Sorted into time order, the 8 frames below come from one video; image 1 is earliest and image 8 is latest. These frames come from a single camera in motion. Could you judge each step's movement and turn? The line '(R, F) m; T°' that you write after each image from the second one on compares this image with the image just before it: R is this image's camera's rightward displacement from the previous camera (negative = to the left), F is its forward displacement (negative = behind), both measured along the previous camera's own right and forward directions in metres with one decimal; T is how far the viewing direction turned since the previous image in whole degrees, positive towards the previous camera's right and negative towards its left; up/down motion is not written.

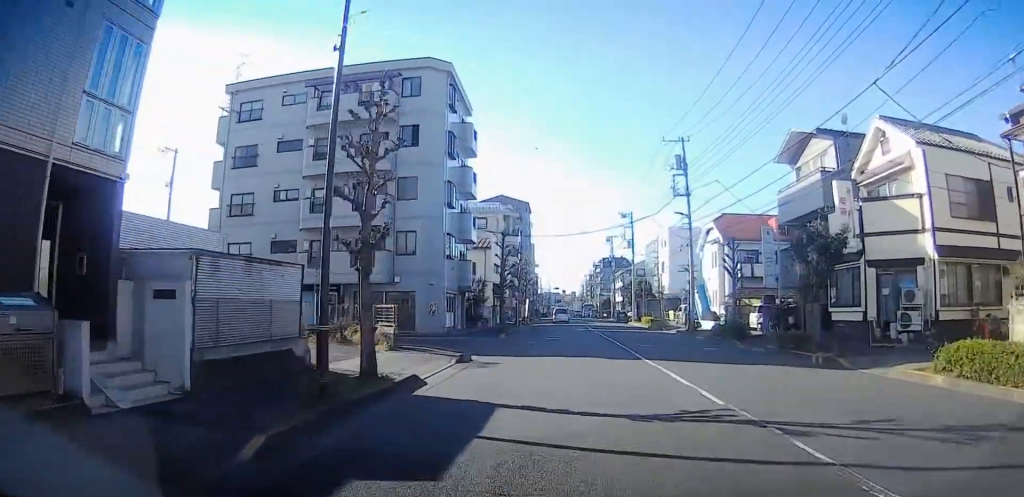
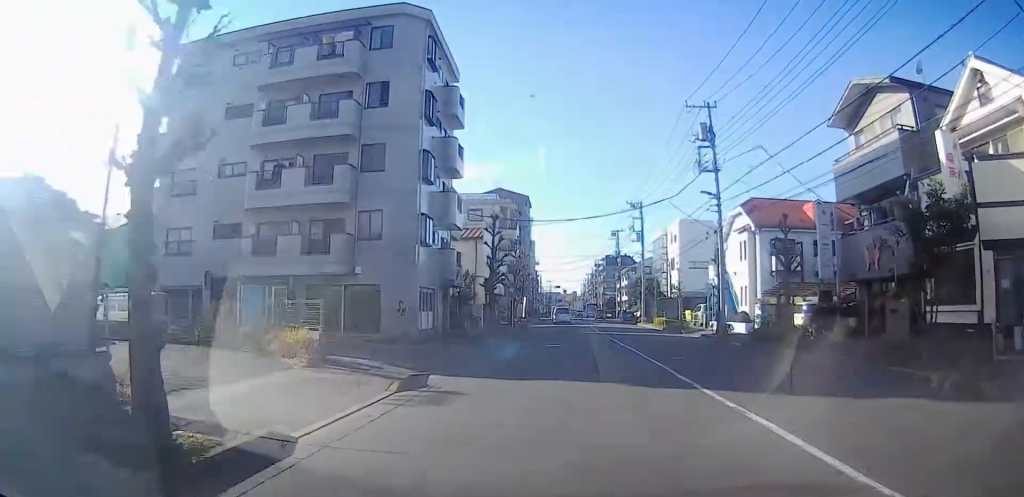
(+0.1, +9.2) m; 0°
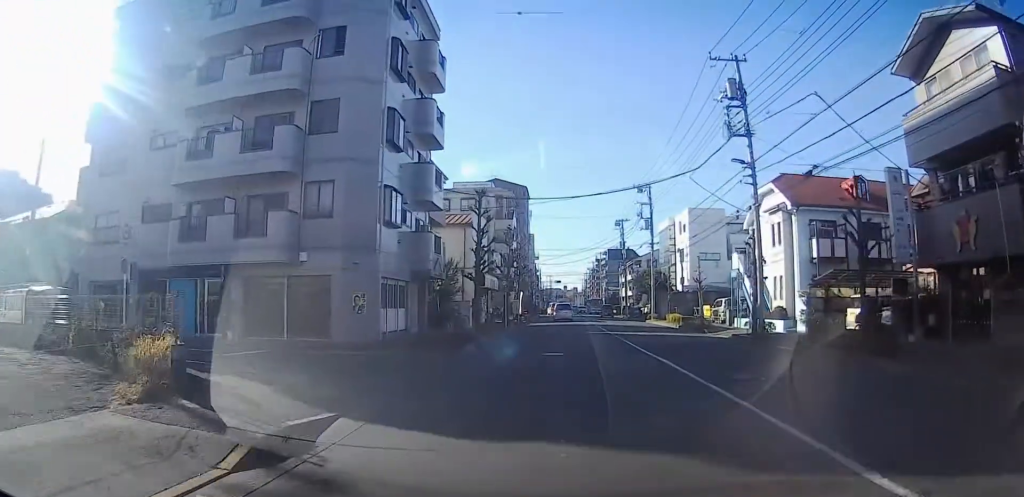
(-0.1, +6.9) m; -2°
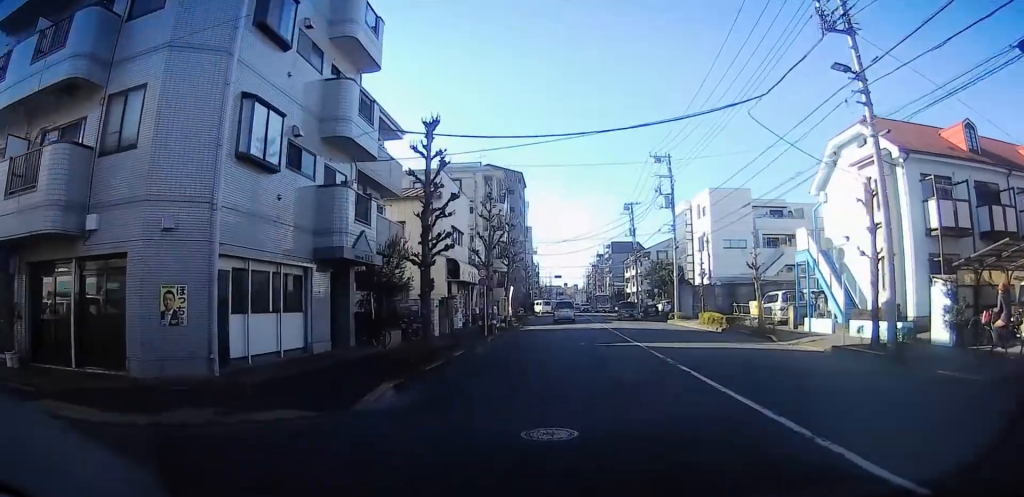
(-0.4, +11.6) m; -1°
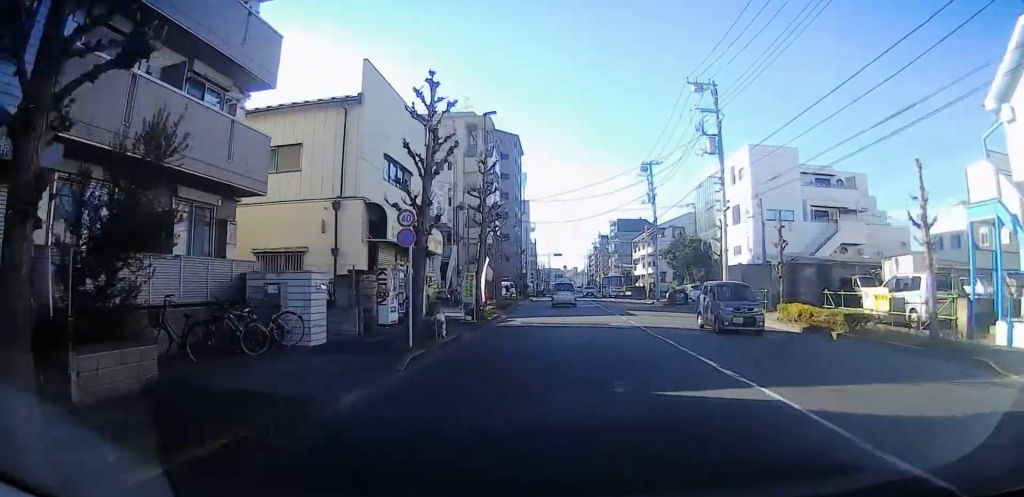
(+0.4, +13.4) m; +2°
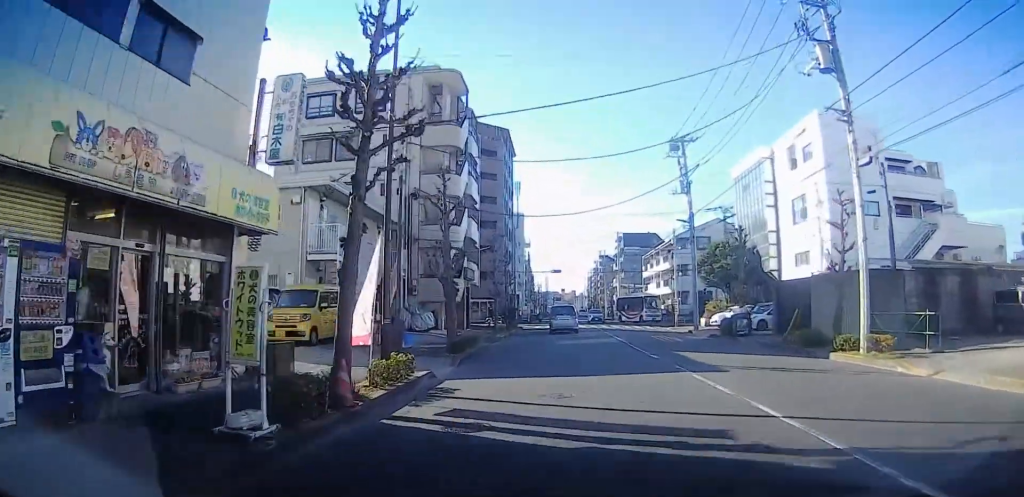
(0.0, +15.1) m; 0°
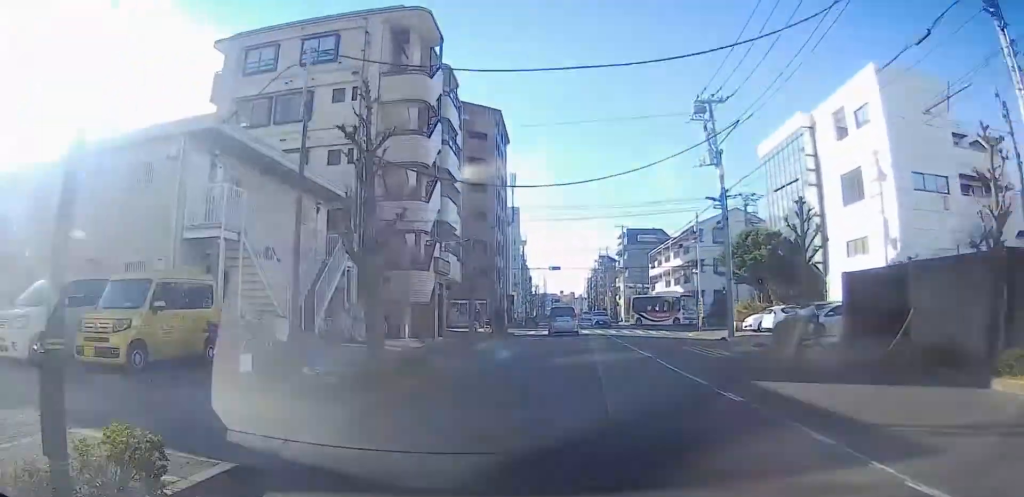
(0.0, +8.1) m; -1°
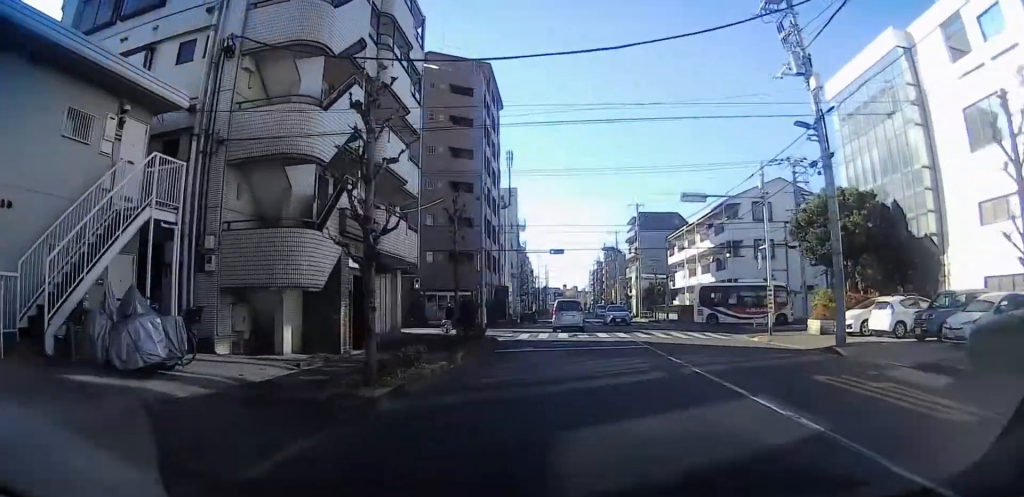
(-0.3, +12.2) m; -3°
